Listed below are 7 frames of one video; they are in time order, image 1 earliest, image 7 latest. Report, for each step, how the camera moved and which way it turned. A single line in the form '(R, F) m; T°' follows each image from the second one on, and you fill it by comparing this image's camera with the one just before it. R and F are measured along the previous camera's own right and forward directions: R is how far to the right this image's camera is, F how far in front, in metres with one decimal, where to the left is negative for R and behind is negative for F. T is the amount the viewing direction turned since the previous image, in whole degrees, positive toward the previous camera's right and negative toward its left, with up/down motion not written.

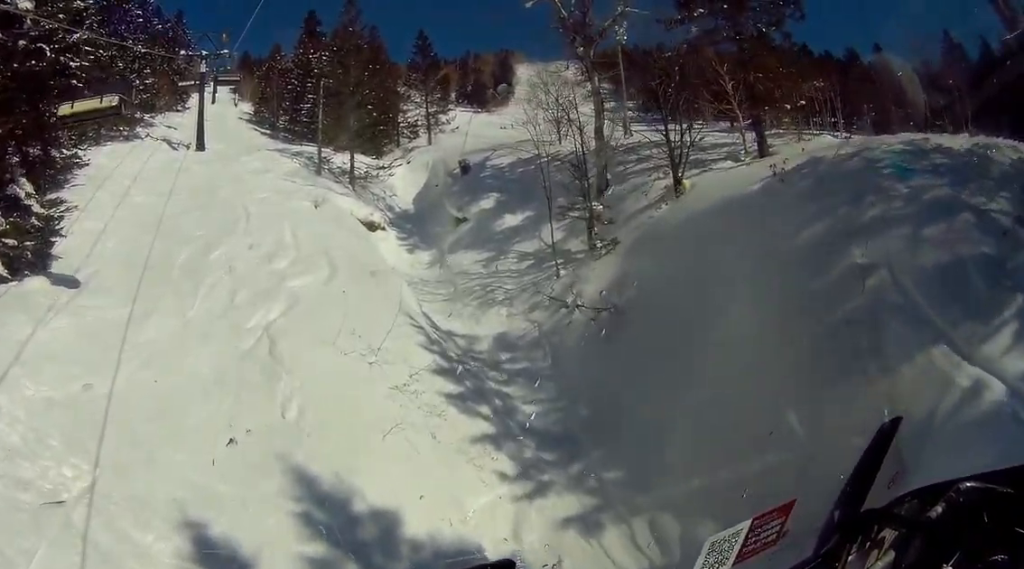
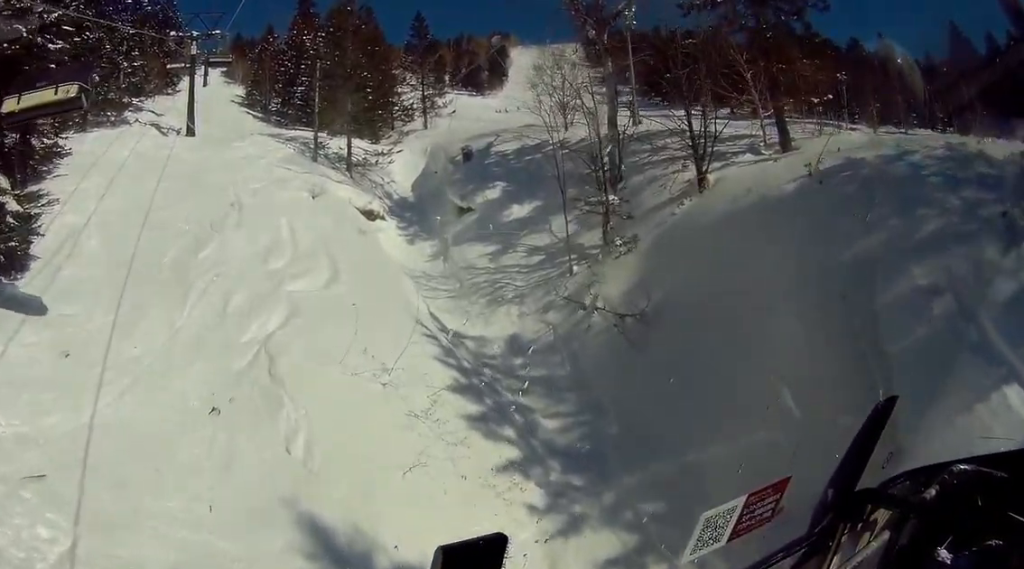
(0.0, +2.6) m; +4°
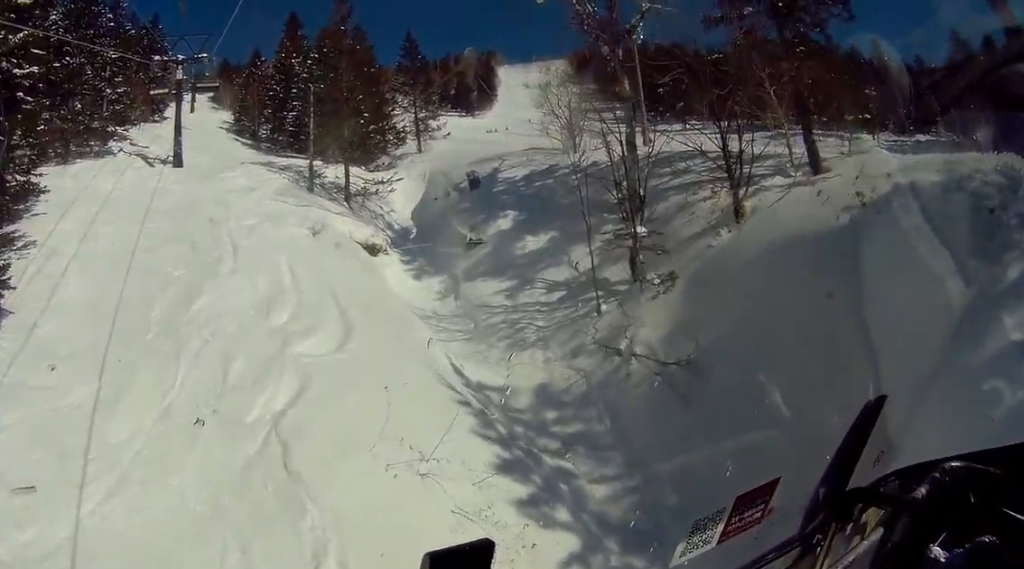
(+0.6, +4.0) m; +6°
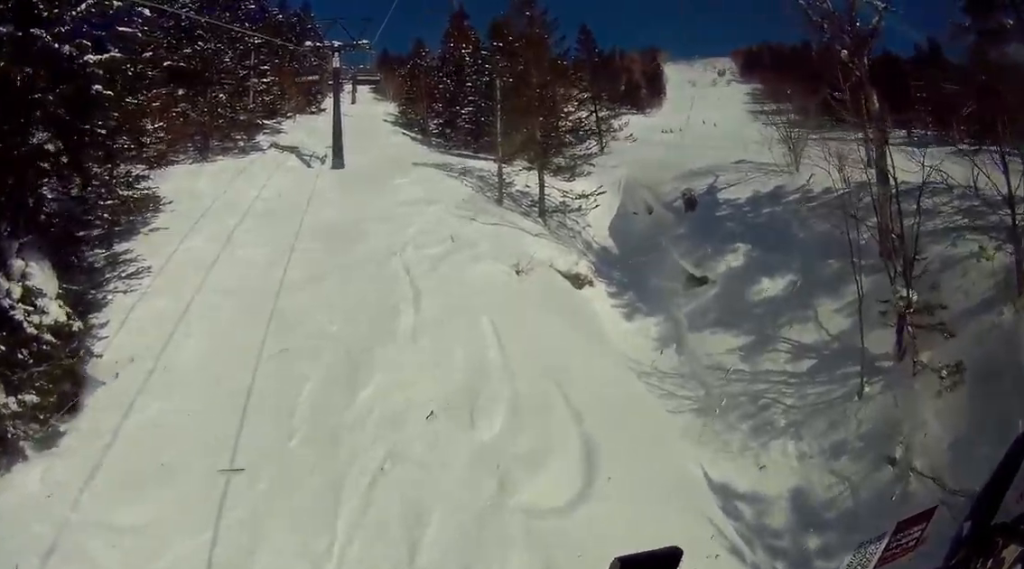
(-0.9, +3.5) m; -21°
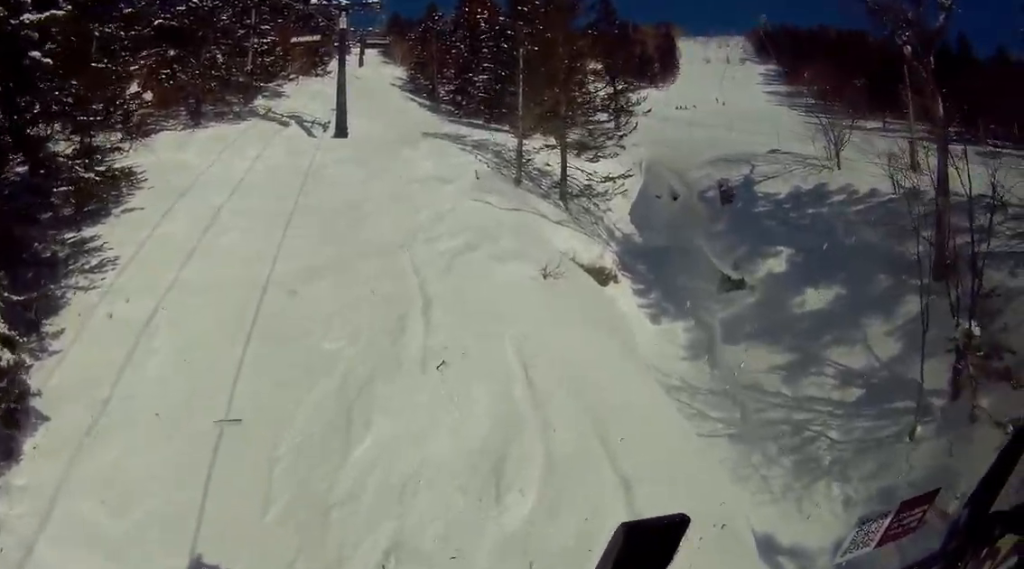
(0.0, +2.2) m; +13°
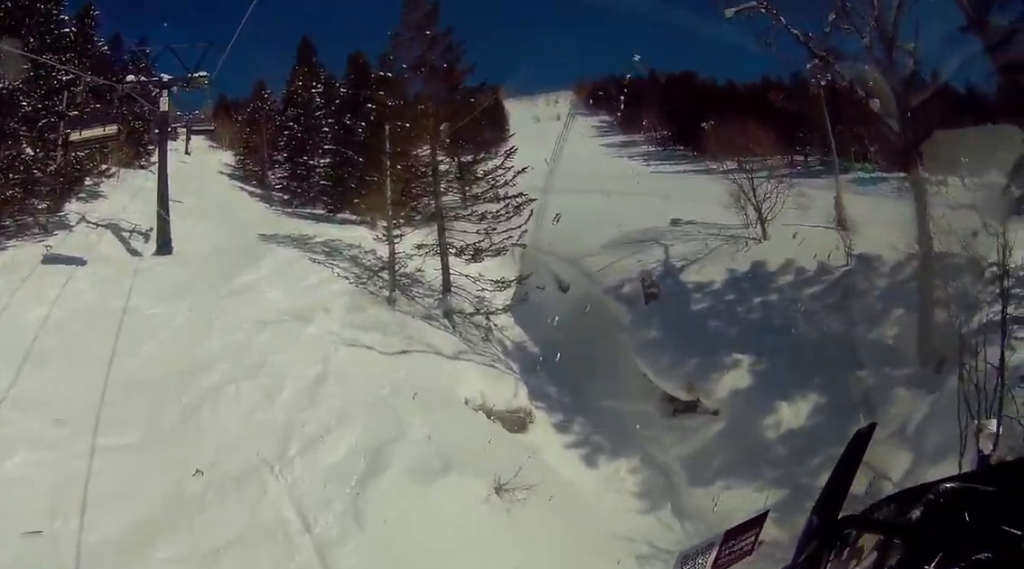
(+2.6, +6.1) m; +23°
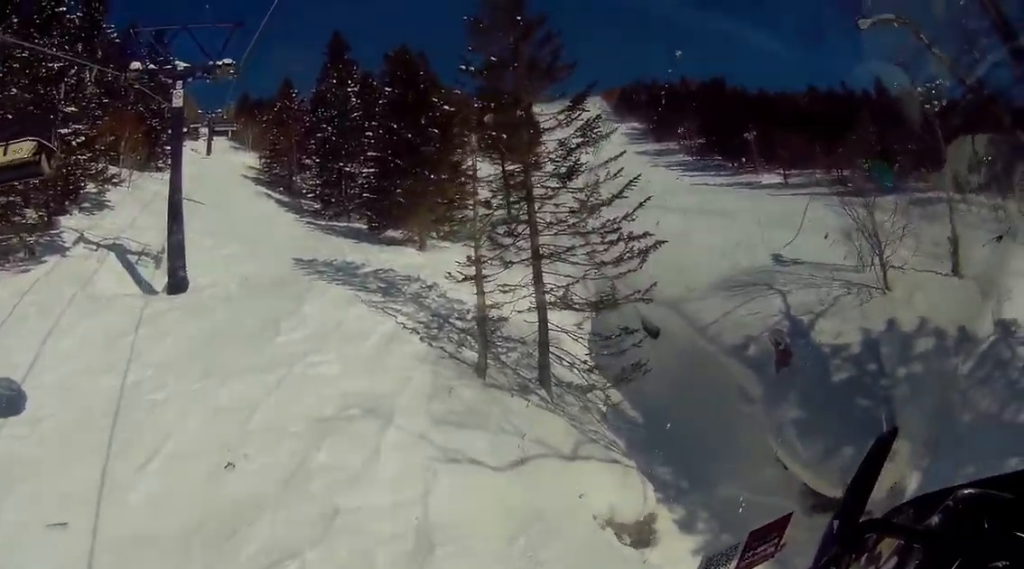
(-1.2, +7.0) m; -12°
